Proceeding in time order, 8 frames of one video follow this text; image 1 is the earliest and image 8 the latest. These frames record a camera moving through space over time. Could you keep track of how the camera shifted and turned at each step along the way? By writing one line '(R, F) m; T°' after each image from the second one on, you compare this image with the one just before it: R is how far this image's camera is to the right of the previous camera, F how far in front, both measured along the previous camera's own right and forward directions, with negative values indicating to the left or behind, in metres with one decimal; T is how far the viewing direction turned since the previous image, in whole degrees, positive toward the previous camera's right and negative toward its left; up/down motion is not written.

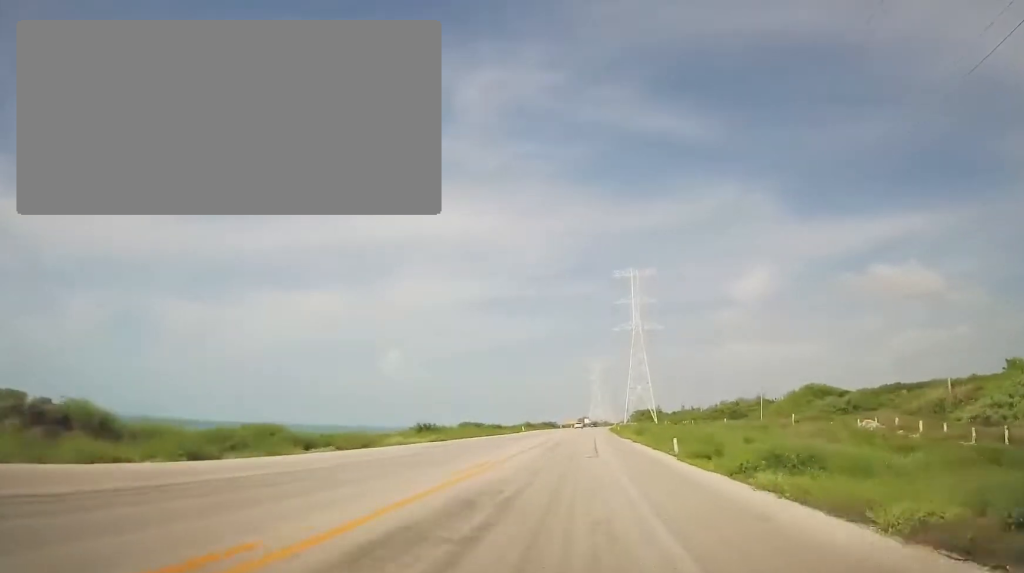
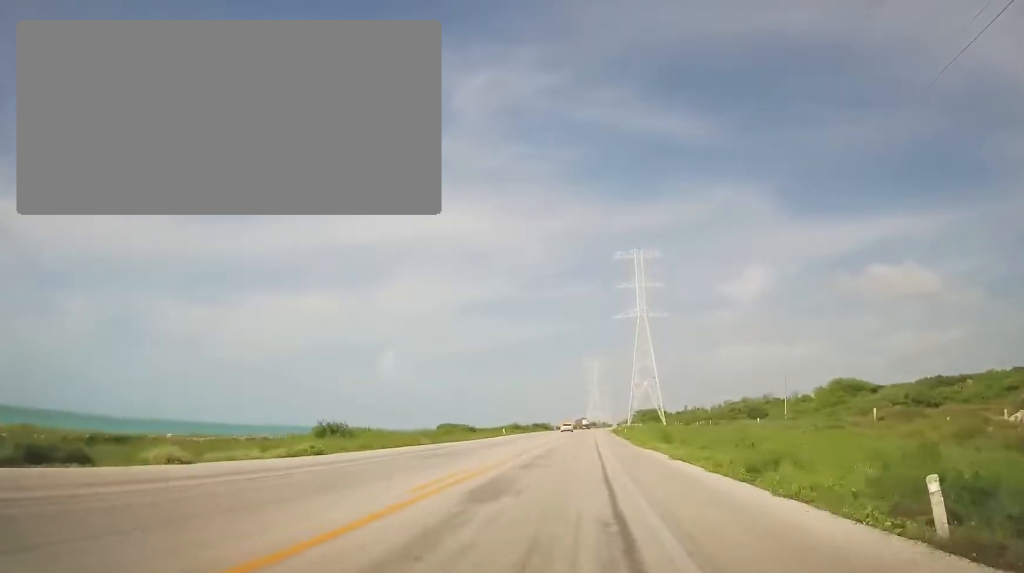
(+0.6, +18.5) m; 0°
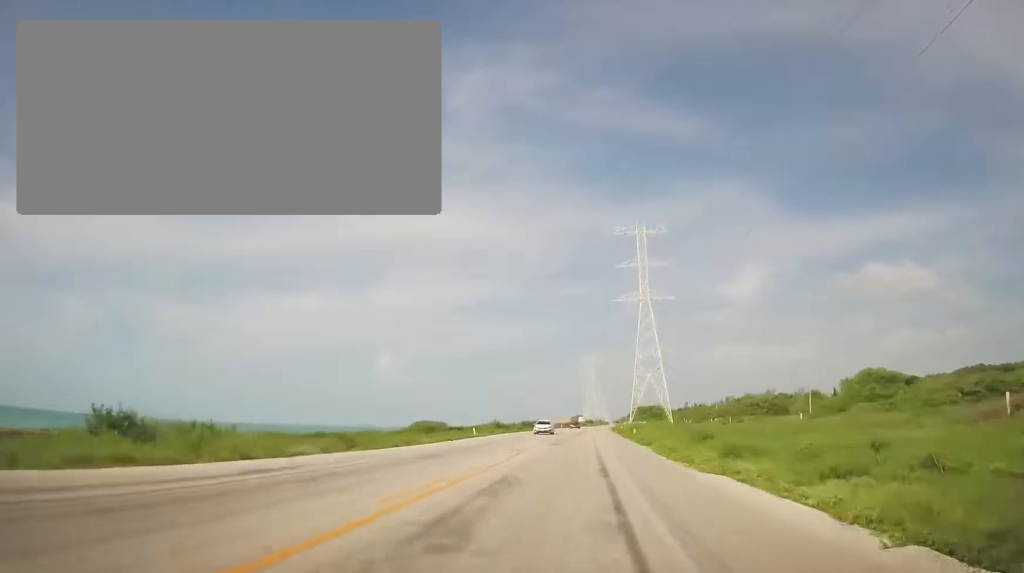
(-0.4, +15.8) m; -1°
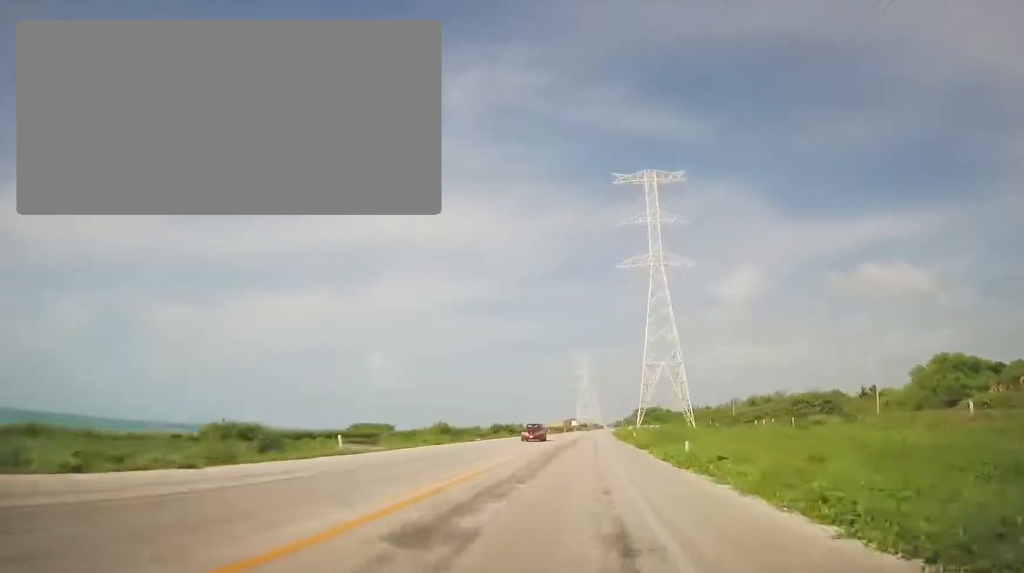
(-0.2, +27.8) m; 0°
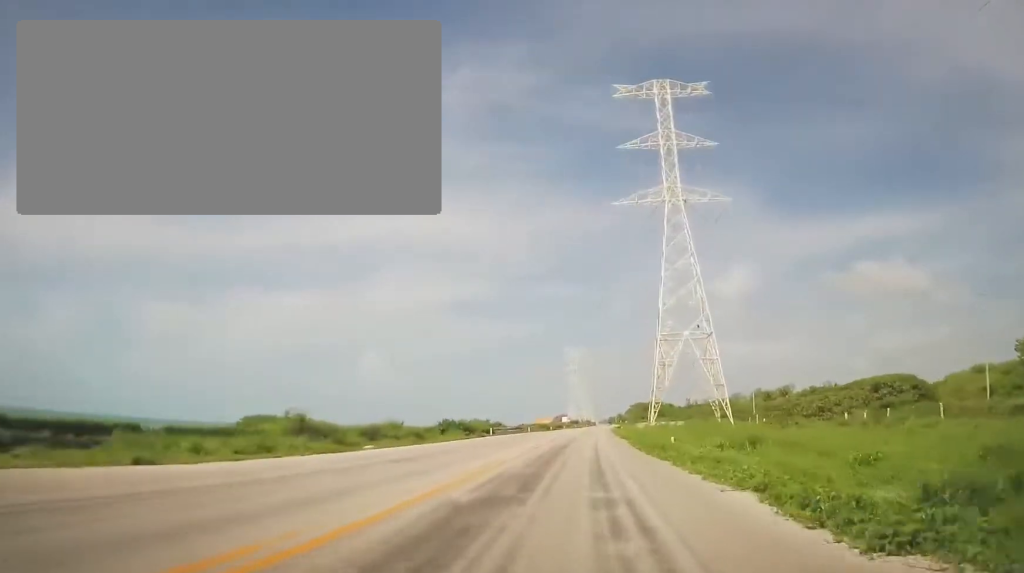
(+0.1, +26.1) m; +1°
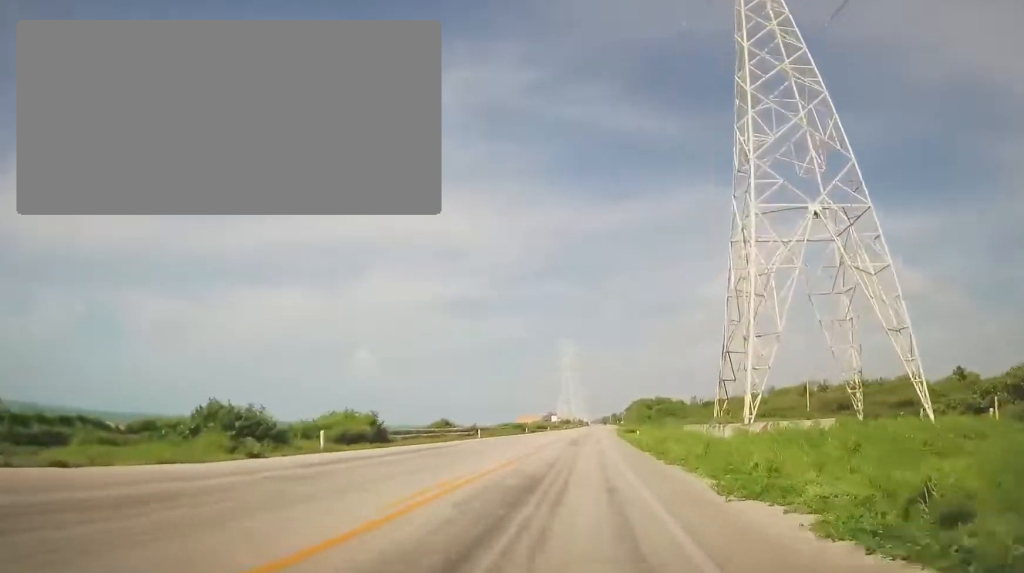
(+0.6, +36.4) m; 0°
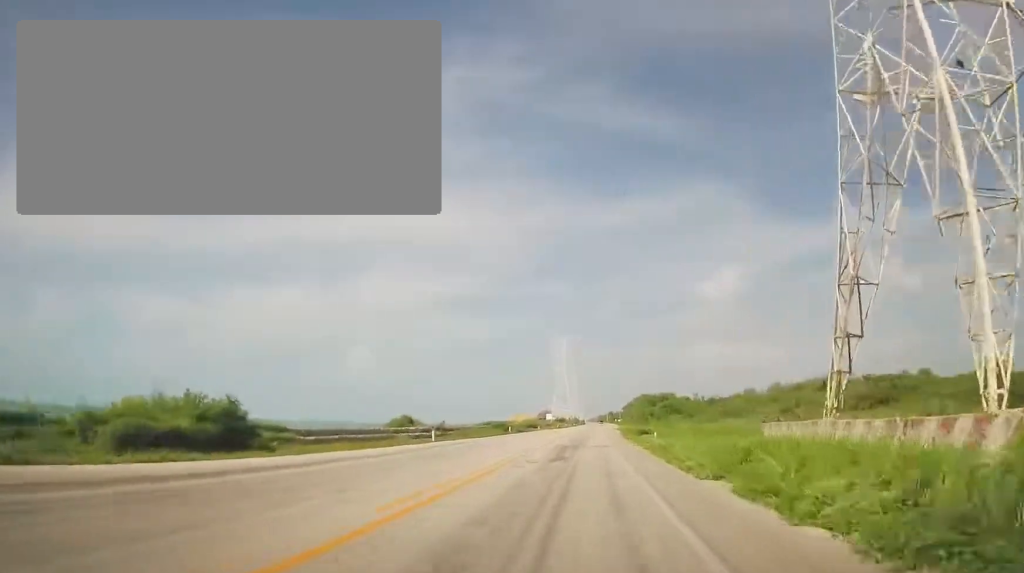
(-0.3, +14.5) m; 0°
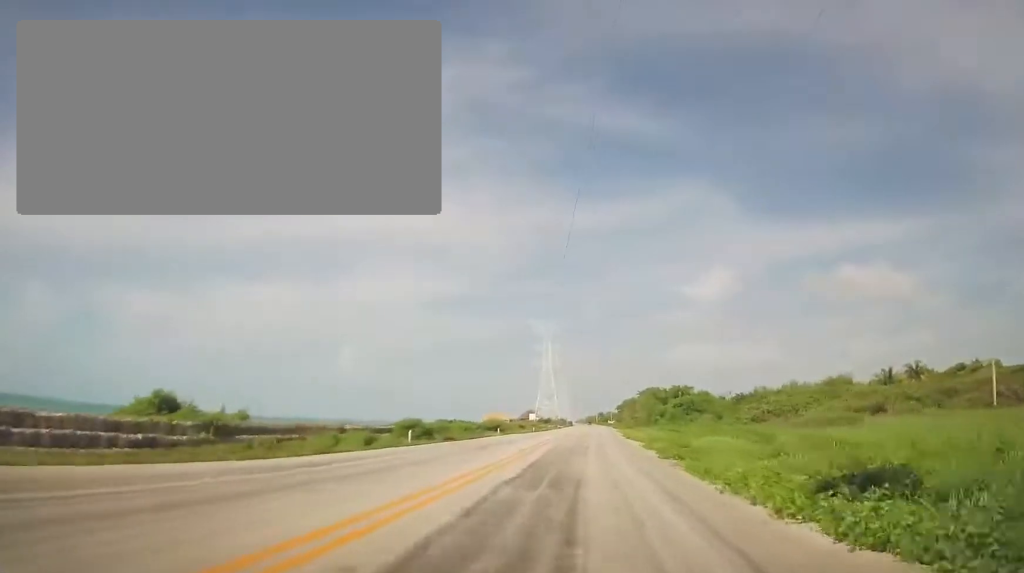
(+0.2, +35.4) m; +2°
